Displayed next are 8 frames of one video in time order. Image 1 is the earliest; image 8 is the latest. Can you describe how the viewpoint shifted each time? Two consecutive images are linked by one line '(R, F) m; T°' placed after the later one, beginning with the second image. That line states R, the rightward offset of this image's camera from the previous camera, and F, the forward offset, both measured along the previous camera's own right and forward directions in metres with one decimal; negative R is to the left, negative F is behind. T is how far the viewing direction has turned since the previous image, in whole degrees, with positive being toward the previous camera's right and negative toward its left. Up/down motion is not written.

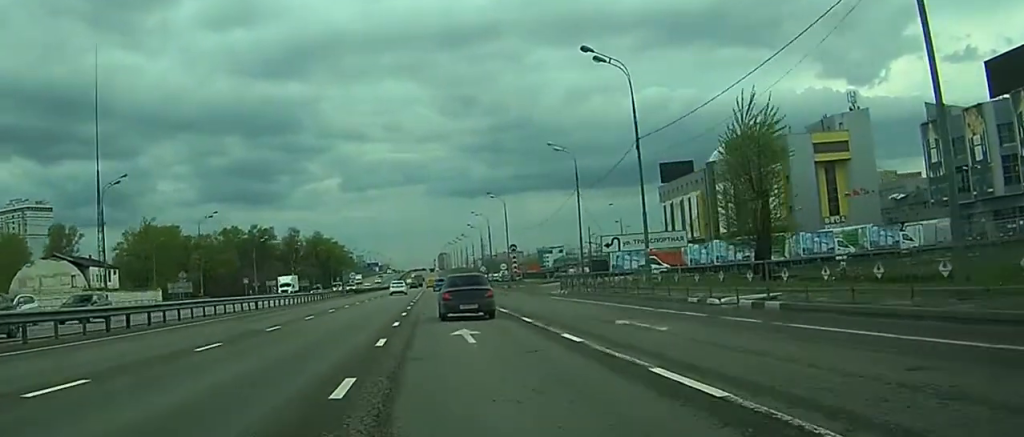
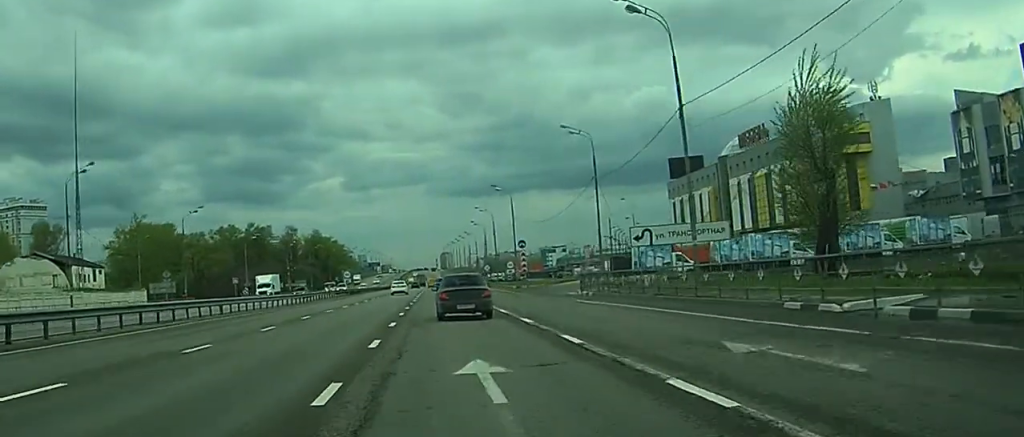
(+0.1, +8.7) m; 0°
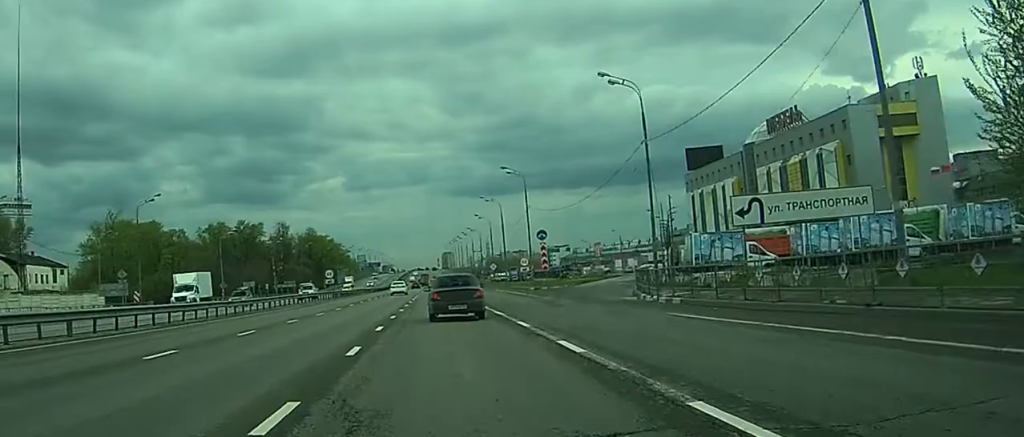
(-0.3, +17.6) m; -1°
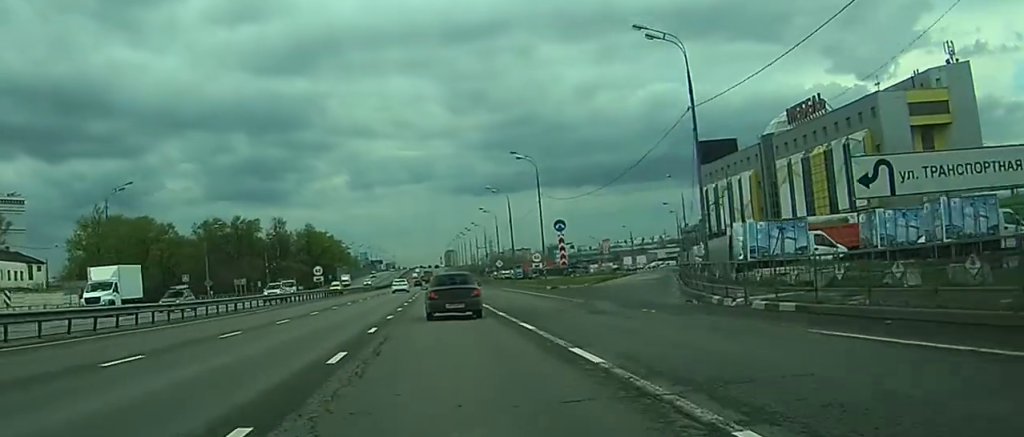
(0.0, +9.5) m; 0°
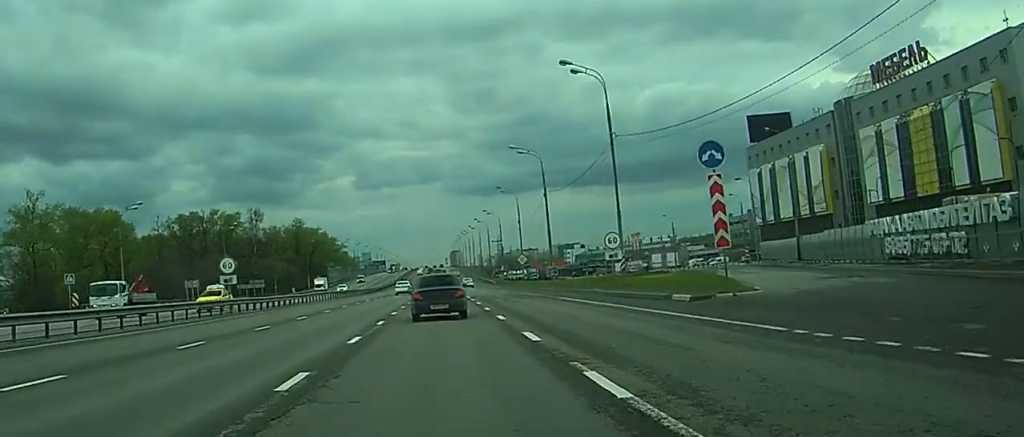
(+0.6, +32.4) m; +2°
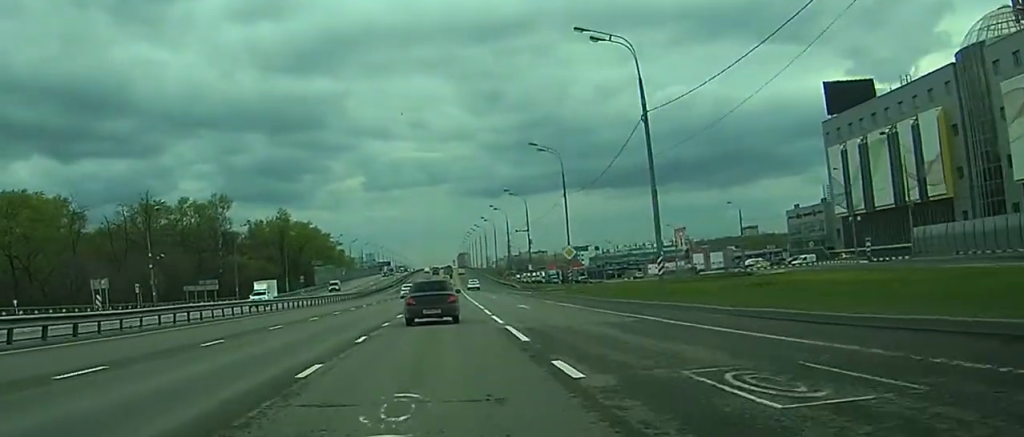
(-0.2, +32.4) m; -1°
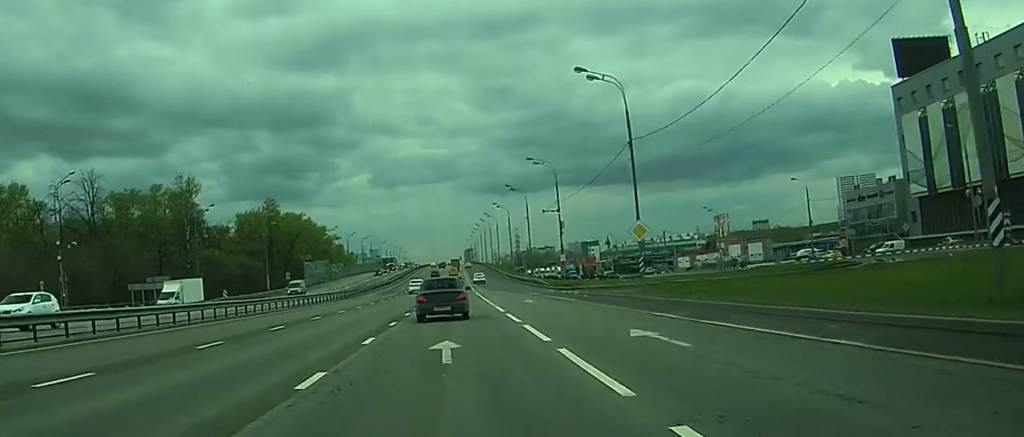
(-0.2, +25.1) m; -1°
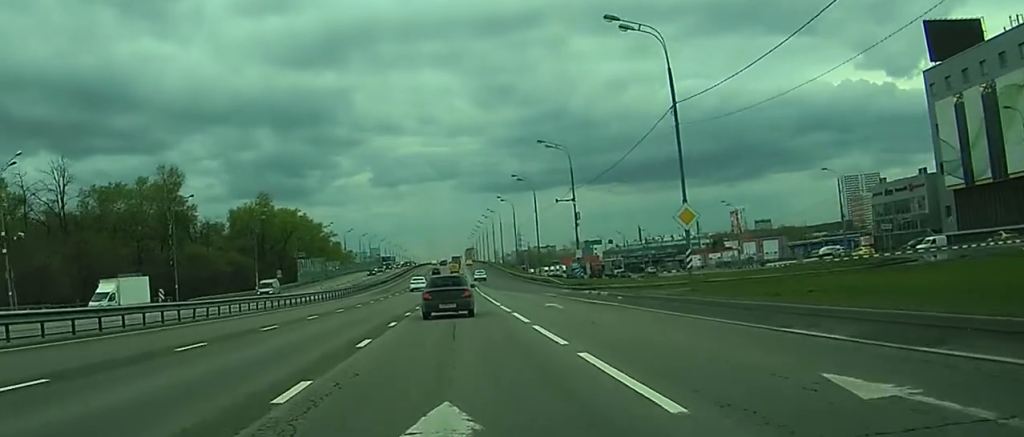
(0.0, +10.9) m; 0°
